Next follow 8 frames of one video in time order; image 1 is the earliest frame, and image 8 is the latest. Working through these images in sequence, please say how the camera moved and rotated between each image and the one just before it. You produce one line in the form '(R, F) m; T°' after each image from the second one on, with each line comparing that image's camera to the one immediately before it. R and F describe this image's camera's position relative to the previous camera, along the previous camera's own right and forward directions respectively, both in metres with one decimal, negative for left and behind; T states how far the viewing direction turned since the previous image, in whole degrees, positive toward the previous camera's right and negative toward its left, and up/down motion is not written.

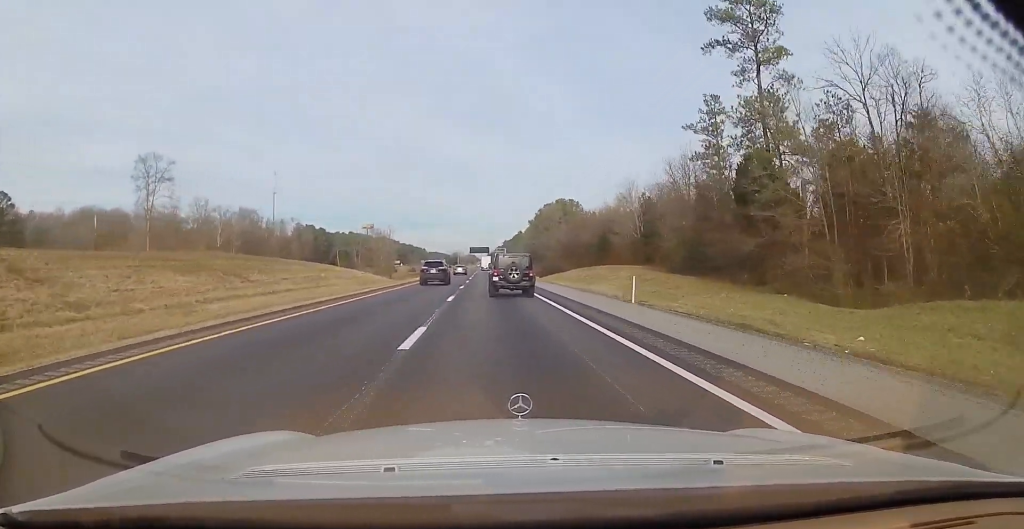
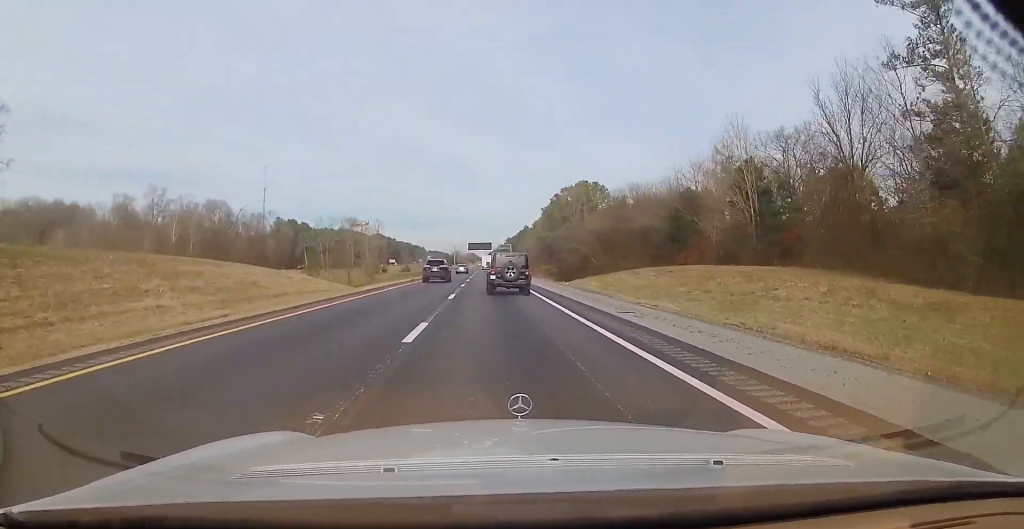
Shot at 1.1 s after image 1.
(0.0, +35.5) m; 0°
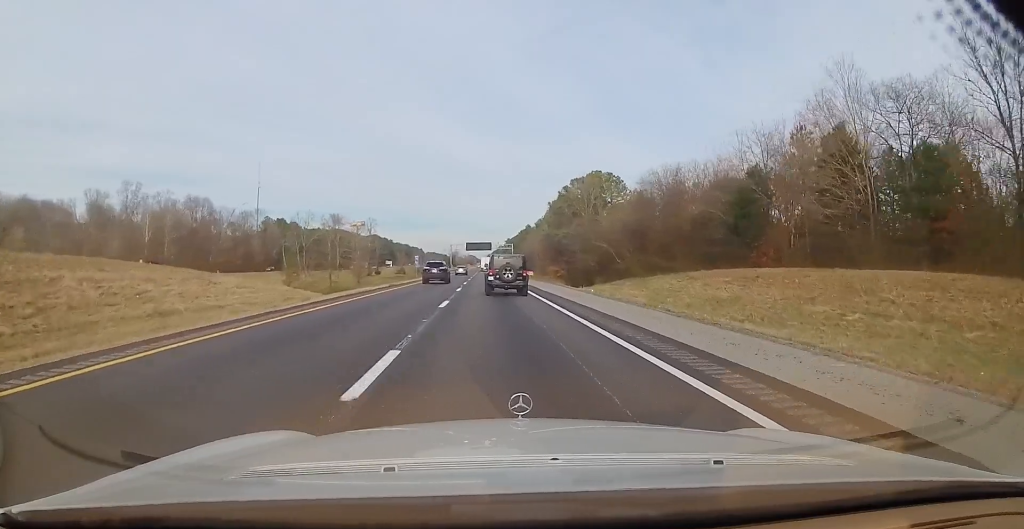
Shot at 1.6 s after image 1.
(0.0, +16.2) m; 0°
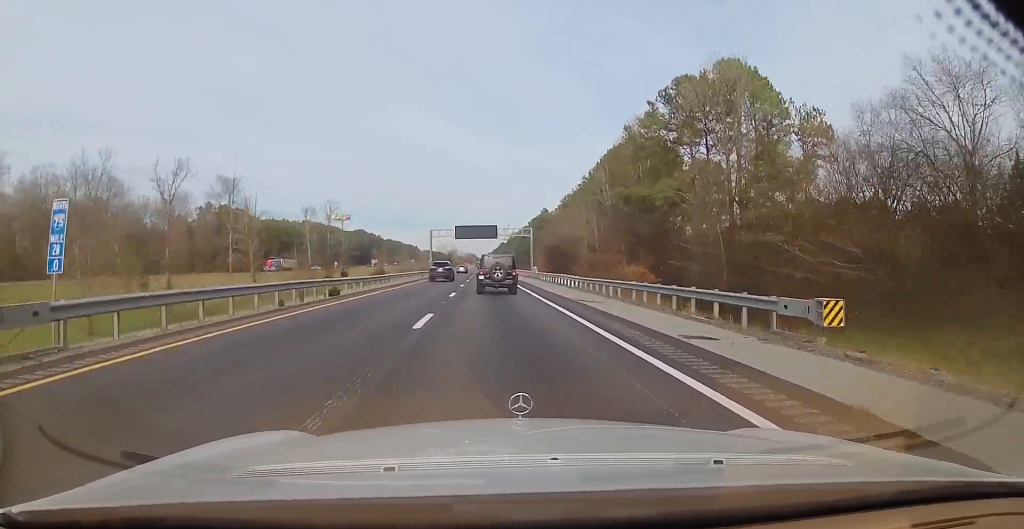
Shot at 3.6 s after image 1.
(+0.1, +66.8) m; 0°
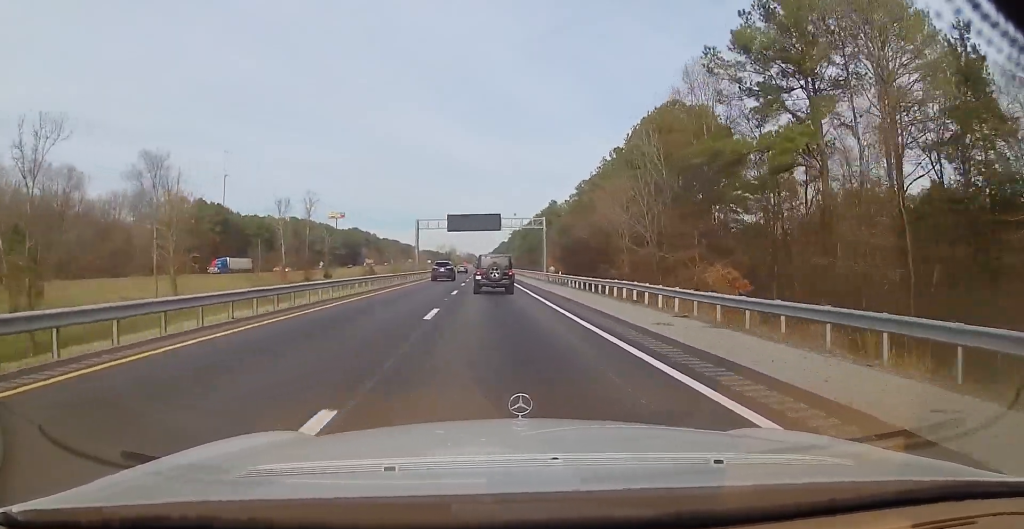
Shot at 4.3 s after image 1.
(-0.1, +21.8) m; 0°
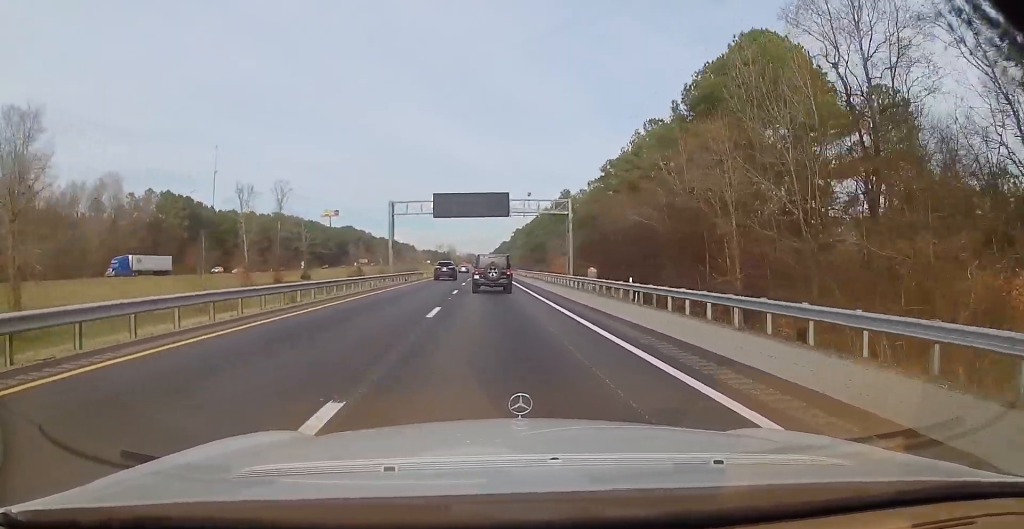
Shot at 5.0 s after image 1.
(0.0, +23.9) m; 0°
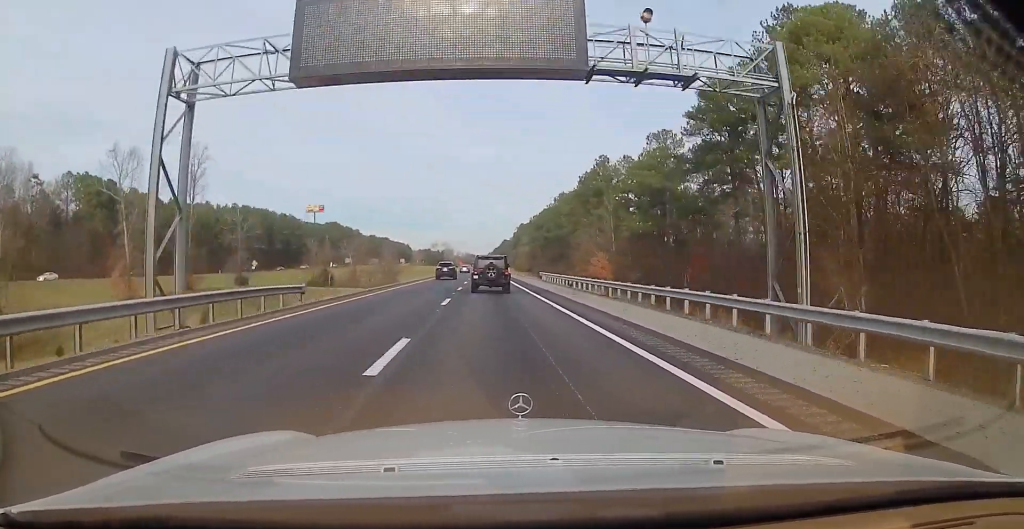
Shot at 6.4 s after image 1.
(+0.1, +43.6) m; 0°
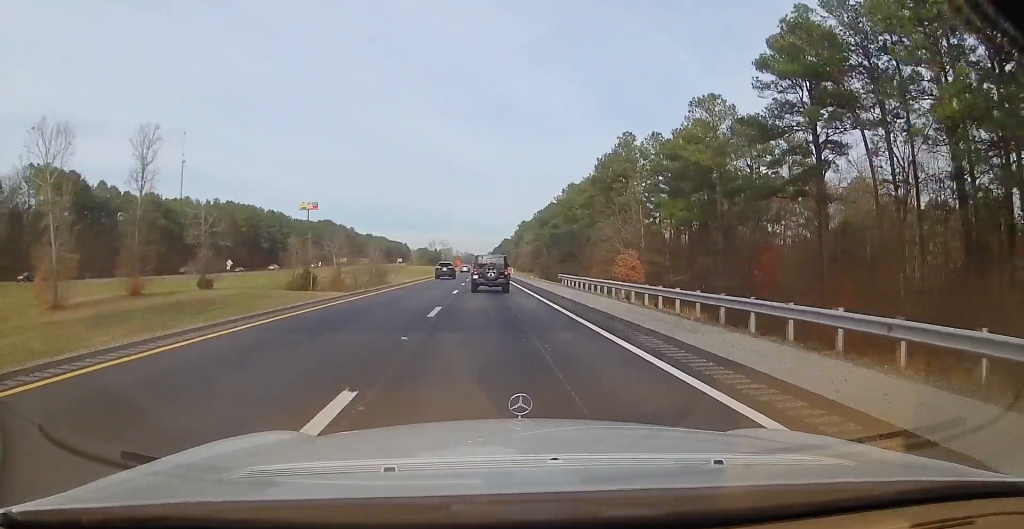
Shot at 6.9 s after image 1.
(0.0, +16.3) m; 0°
